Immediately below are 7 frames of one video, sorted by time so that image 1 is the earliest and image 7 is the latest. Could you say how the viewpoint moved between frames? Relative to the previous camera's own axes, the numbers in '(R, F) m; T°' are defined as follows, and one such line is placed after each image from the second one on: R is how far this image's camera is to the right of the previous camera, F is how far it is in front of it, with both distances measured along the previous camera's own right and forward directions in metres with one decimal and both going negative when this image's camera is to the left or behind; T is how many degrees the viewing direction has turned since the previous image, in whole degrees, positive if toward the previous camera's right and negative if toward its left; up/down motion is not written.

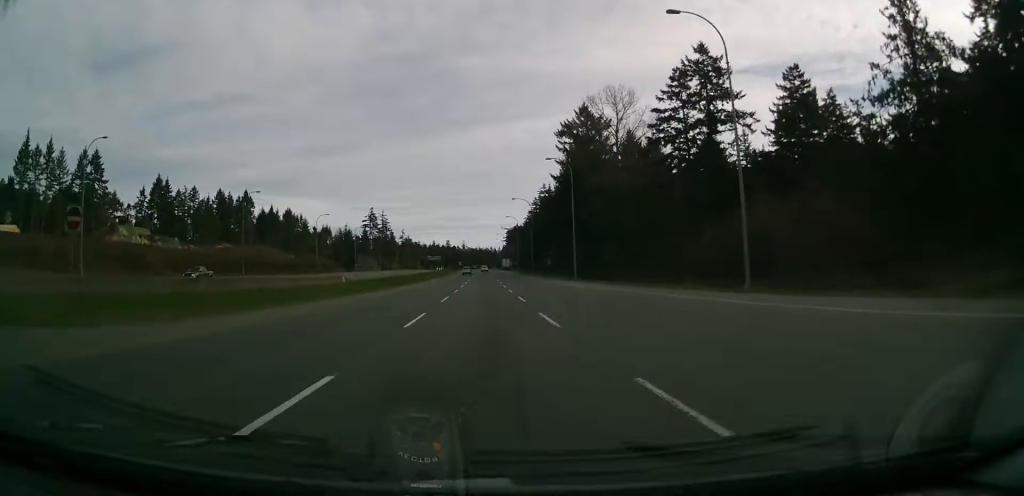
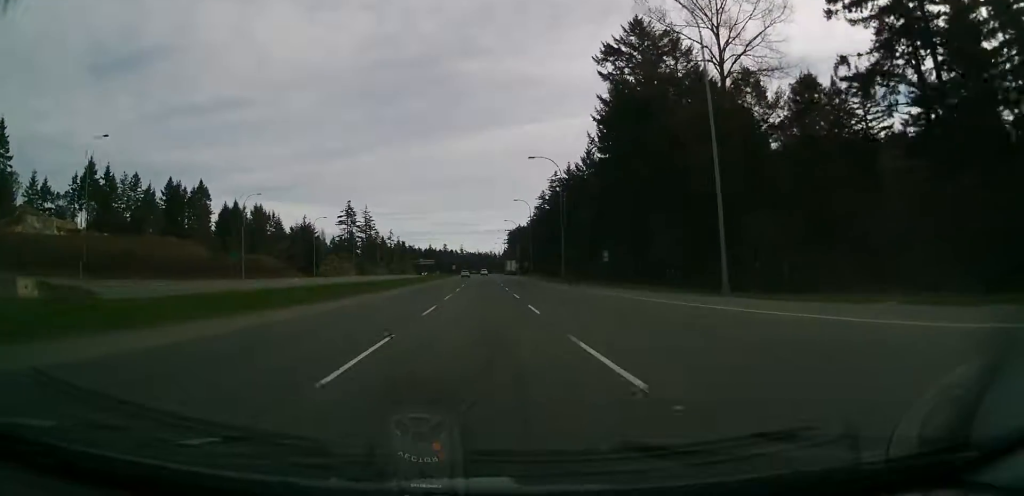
(-0.1, +46.2) m; 0°
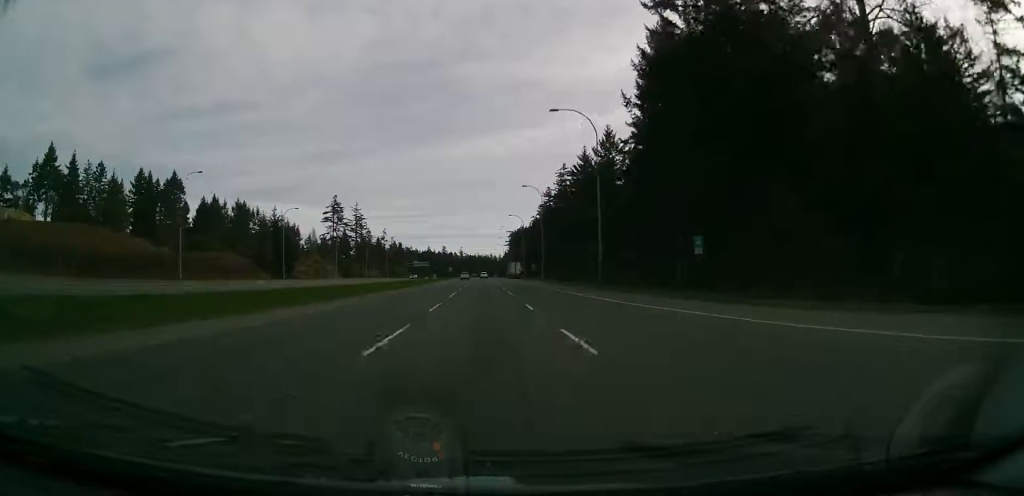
(+0.2, +22.4) m; 0°
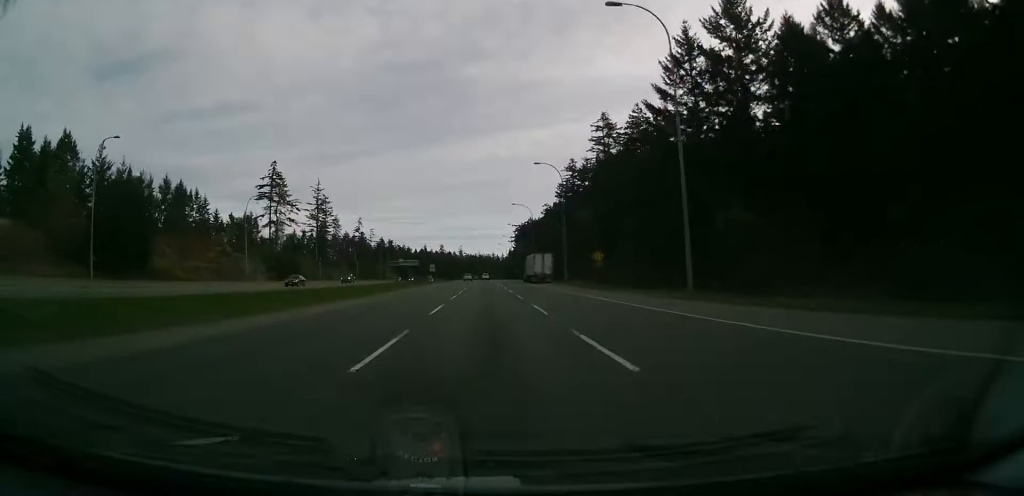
(+0.6, +65.0) m; 0°
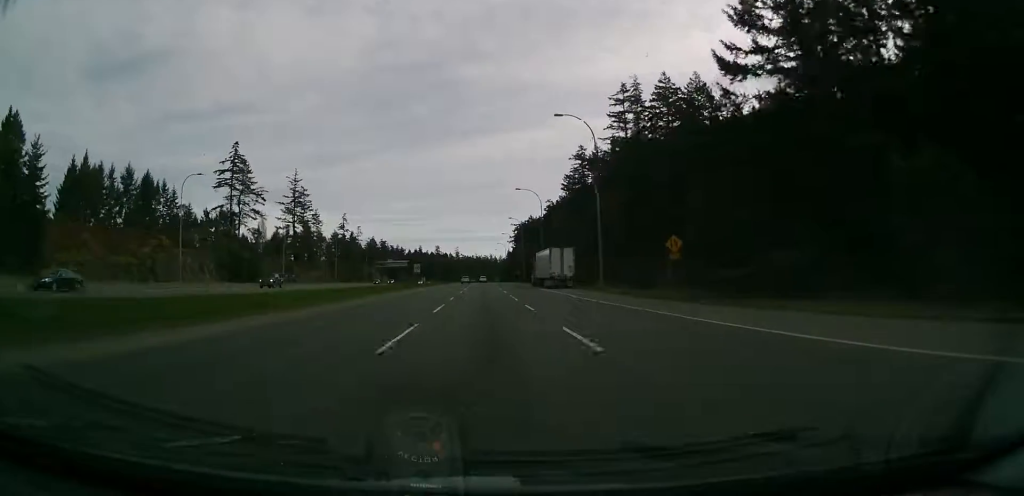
(-0.3, +23.0) m; -1°
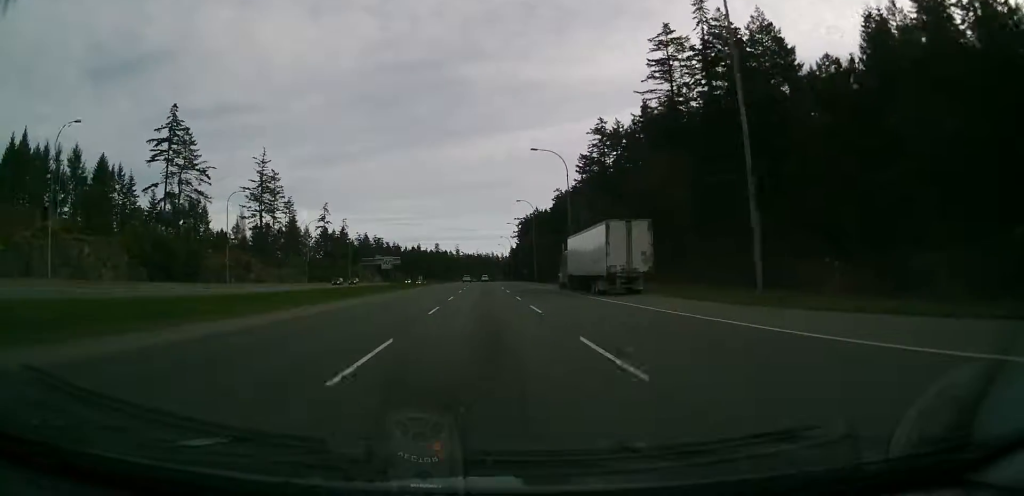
(+0.1, +28.5) m; +1°
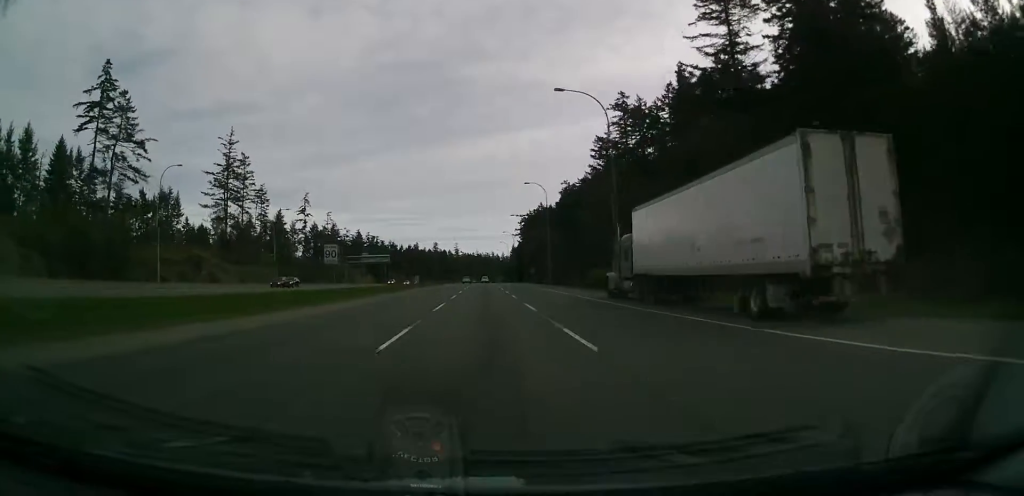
(+0.2, +21.9) m; 0°
